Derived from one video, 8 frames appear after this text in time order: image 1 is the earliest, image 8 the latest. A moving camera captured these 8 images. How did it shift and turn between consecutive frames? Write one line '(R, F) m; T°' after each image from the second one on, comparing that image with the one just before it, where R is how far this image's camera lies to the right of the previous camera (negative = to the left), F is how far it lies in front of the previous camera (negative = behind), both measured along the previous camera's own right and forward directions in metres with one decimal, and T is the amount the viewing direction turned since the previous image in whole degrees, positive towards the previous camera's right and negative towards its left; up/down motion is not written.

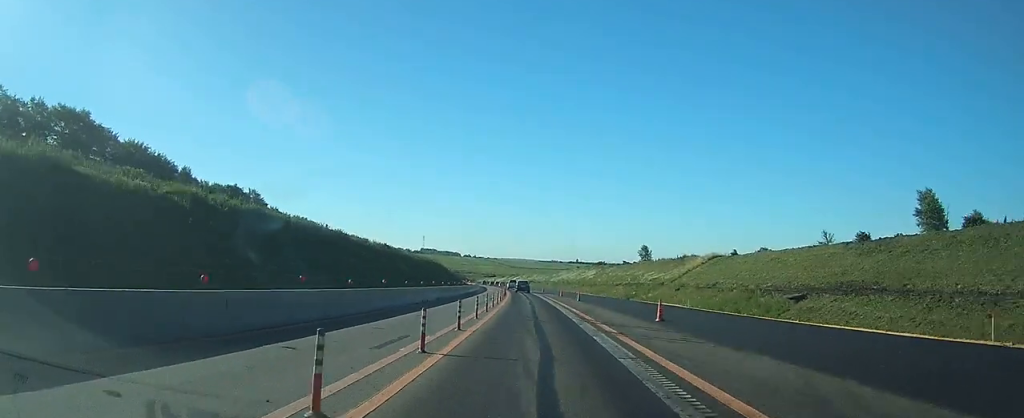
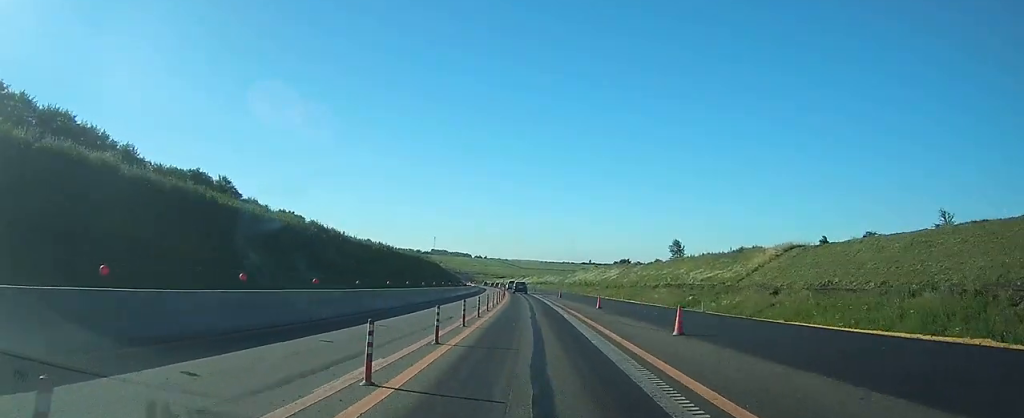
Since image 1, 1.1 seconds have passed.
(-0.5, +28.4) m; -2°
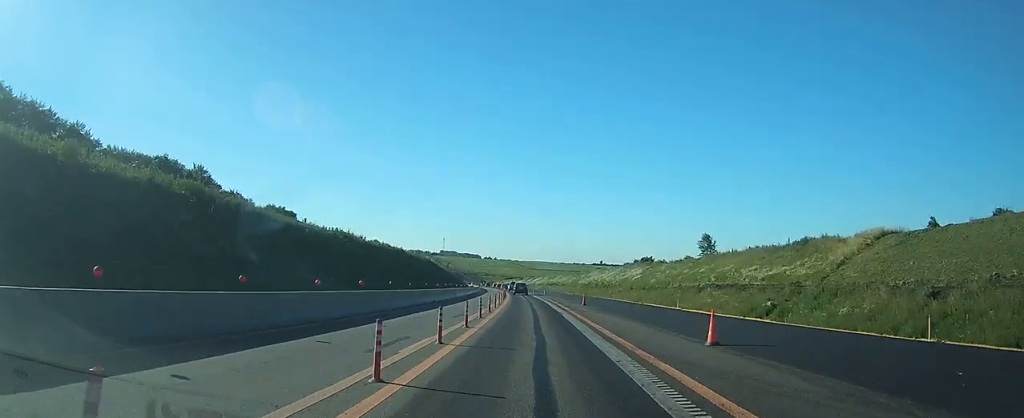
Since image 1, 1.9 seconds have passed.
(-0.2, +19.7) m; -1°
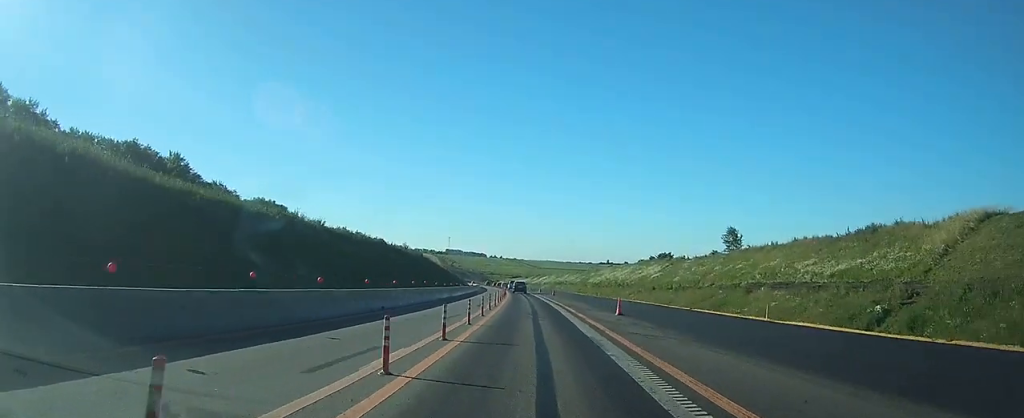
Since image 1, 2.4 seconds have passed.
(0.0, +14.5) m; 0°
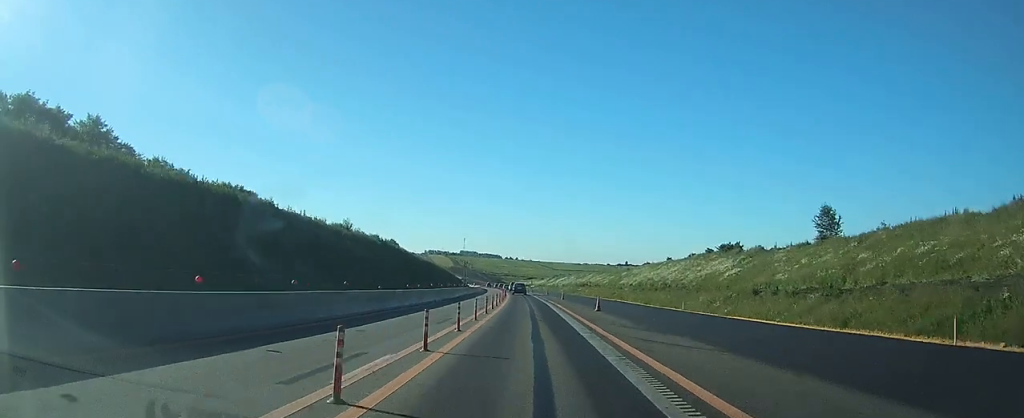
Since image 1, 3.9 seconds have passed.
(-0.6, +36.6) m; -2°
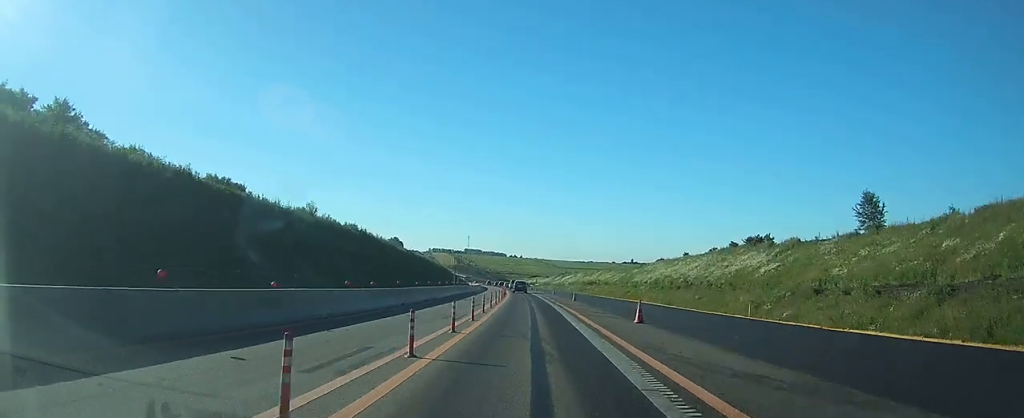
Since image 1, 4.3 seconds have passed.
(0.0, +11.1) m; -1°
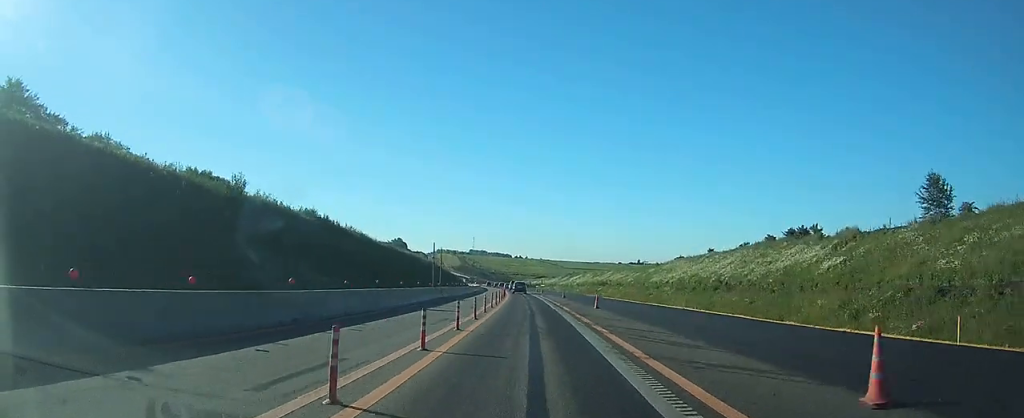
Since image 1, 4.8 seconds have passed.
(-0.2, +13.6) m; -1°
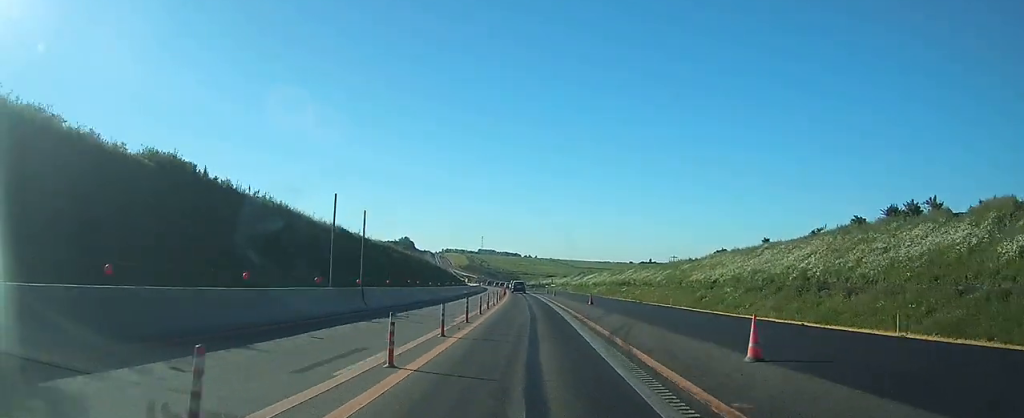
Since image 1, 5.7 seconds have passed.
(-0.2, +22.3) m; -1°
